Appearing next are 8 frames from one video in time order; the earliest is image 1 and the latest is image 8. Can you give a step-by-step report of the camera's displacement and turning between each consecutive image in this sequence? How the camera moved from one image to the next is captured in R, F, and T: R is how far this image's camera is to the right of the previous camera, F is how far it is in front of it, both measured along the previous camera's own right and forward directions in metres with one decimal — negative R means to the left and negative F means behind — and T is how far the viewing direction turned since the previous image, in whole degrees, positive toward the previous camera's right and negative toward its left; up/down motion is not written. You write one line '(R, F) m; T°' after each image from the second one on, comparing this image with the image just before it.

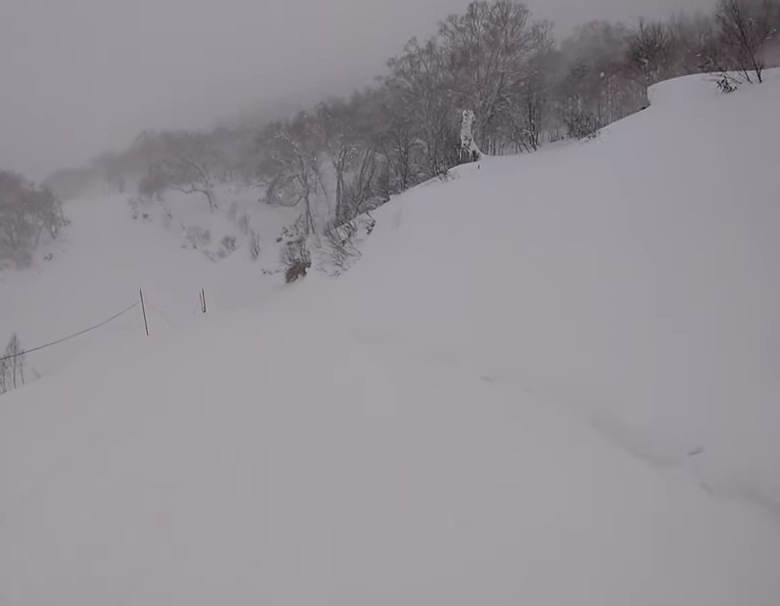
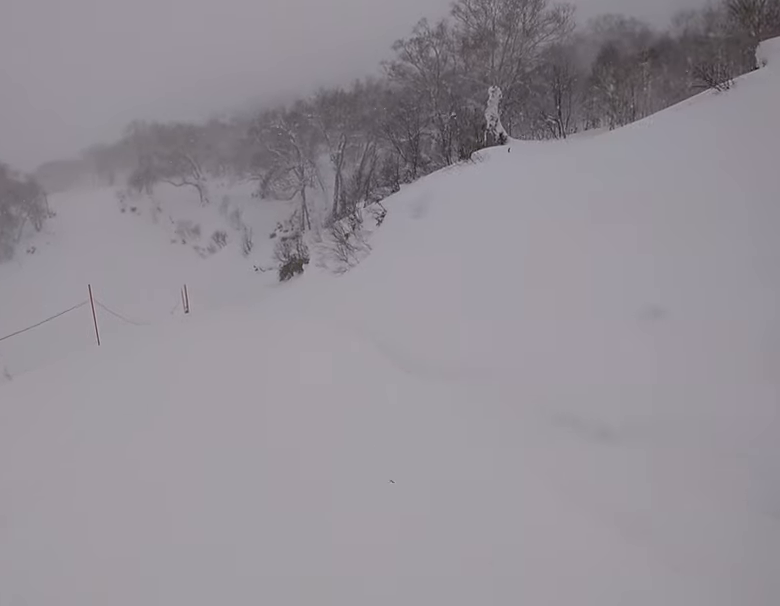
(+0.6, +4.1) m; 0°
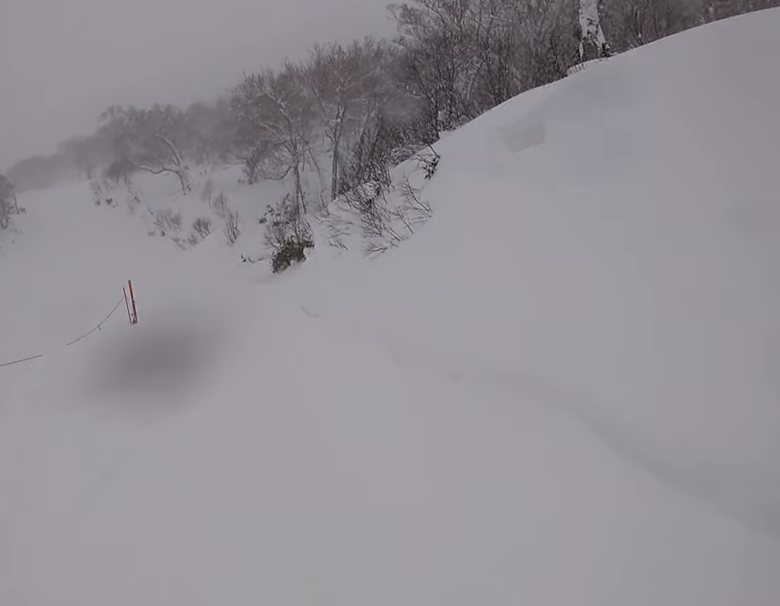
(-0.7, +9.5) m; +1°
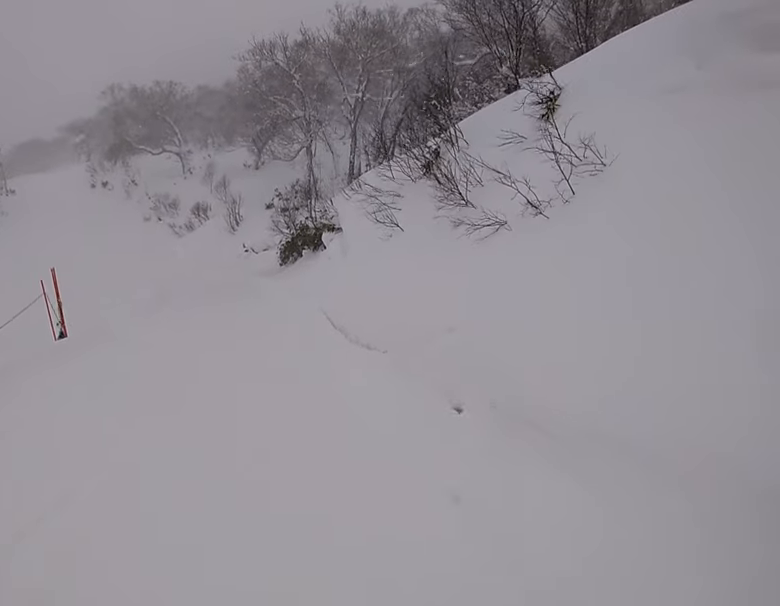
(+0.8, +6.7) m; +5°
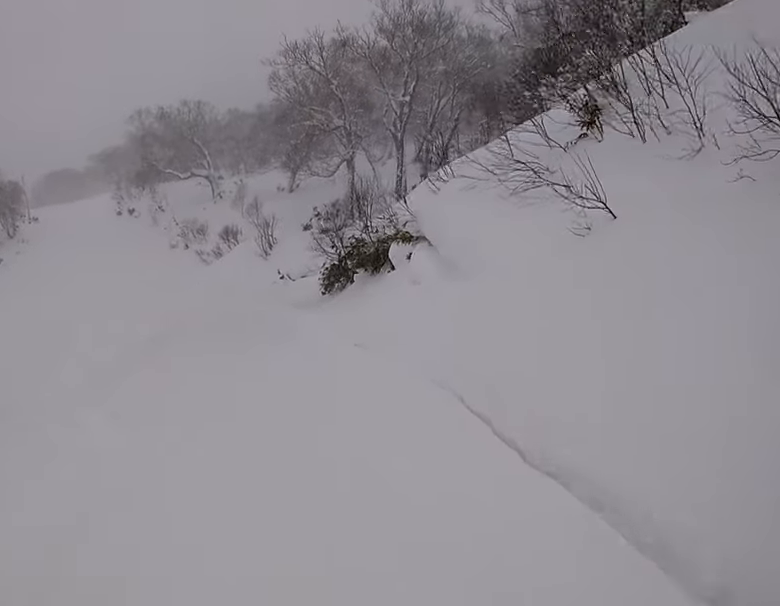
(+0.1, +6.7) m; -3°
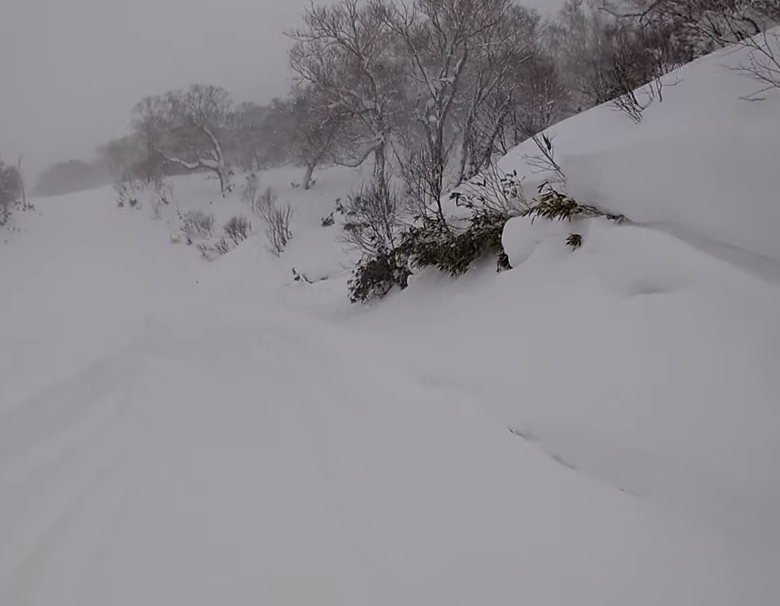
(-0.4, +6.7) m; -7°
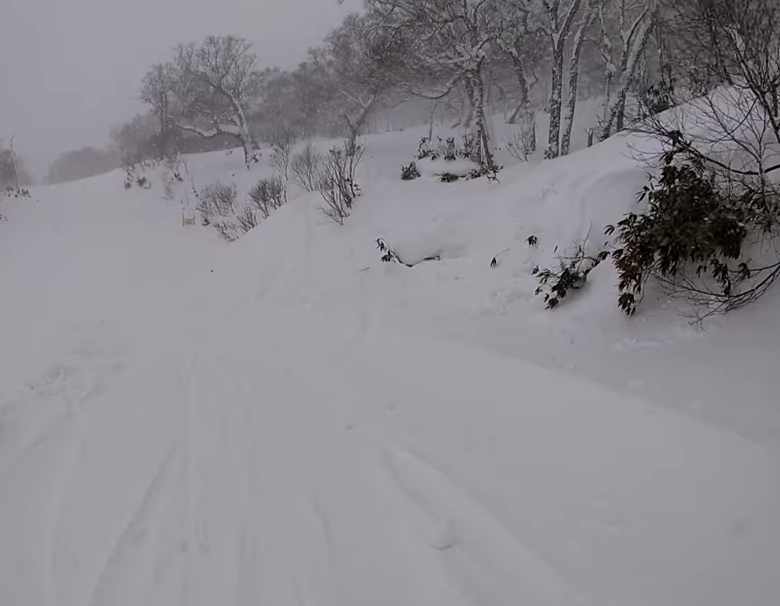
(-1.0, +13.6) m; -7°
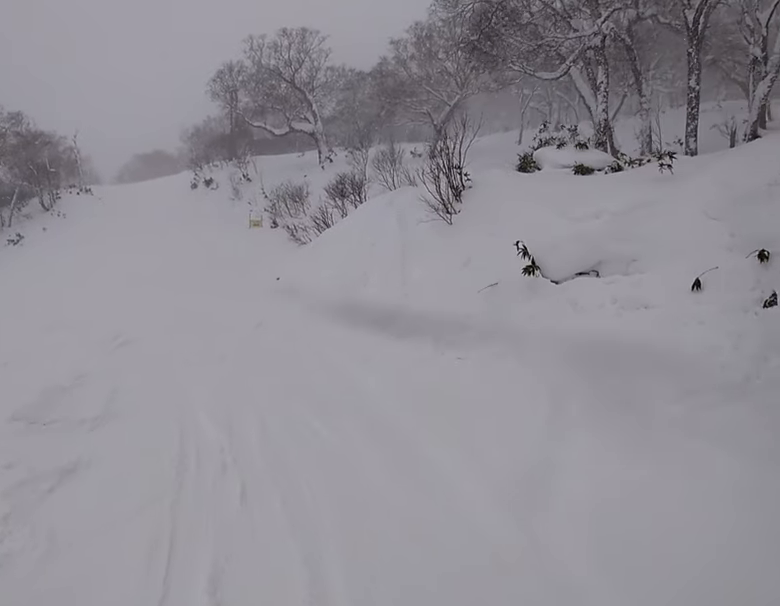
(+0.1, +5.0) m; -6°
